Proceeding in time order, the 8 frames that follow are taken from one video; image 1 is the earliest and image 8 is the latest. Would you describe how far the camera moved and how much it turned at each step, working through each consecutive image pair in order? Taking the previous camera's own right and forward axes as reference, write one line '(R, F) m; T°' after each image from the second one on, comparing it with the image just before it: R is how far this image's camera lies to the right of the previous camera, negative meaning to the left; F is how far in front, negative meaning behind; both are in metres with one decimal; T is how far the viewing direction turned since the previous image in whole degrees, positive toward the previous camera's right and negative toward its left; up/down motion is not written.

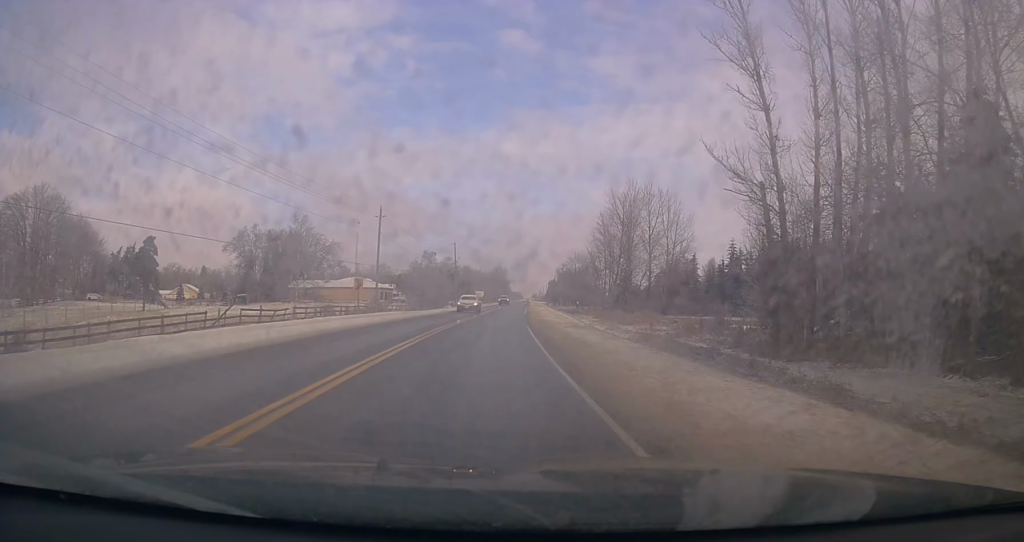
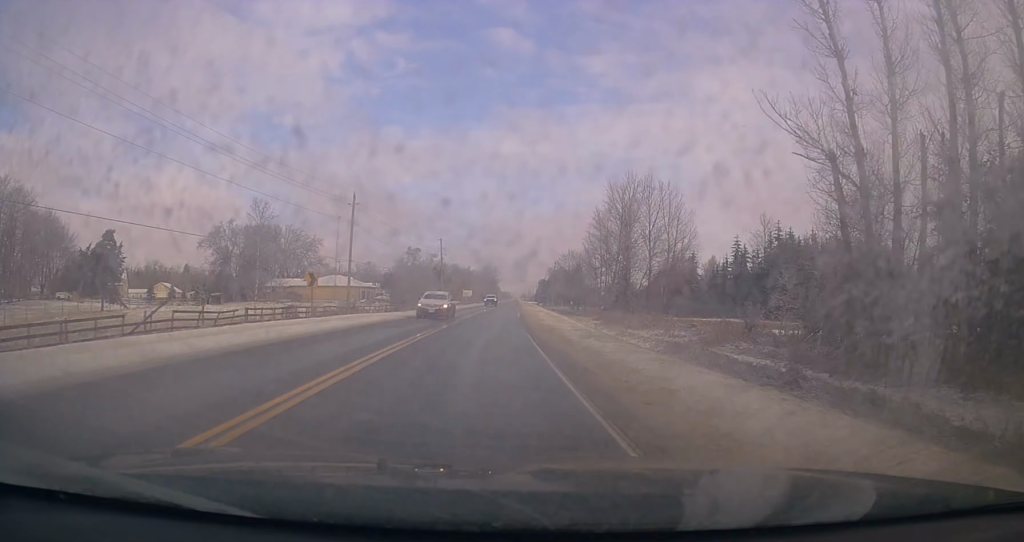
(+0.1, +8.3) m; +1°
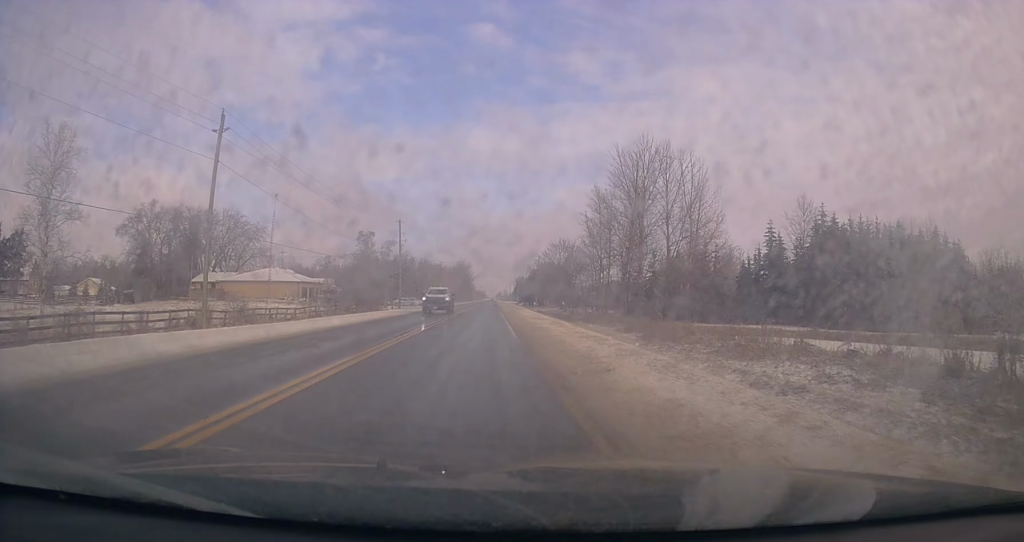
(+0.4, +26.7) m; +2°
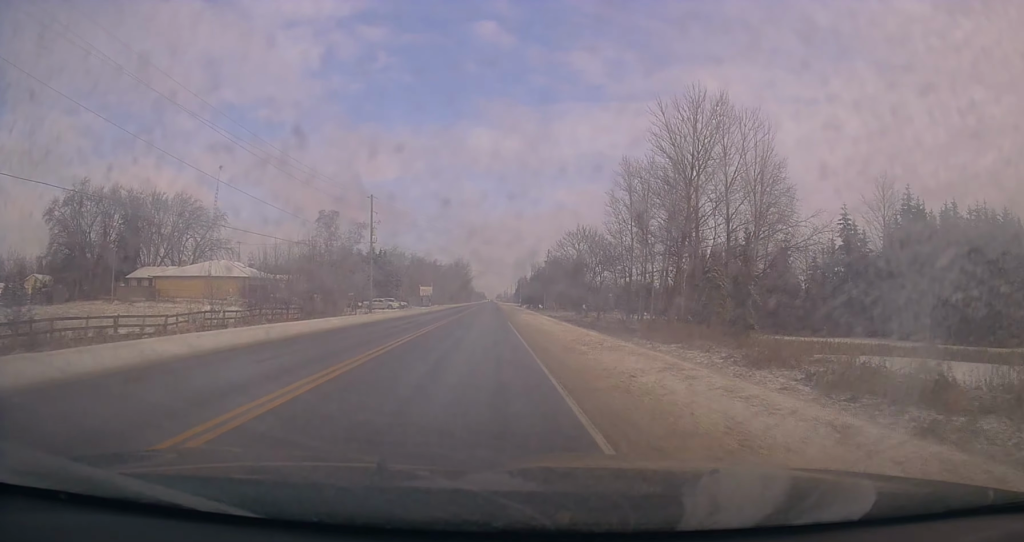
(+0.5, +23.5) m; +2°
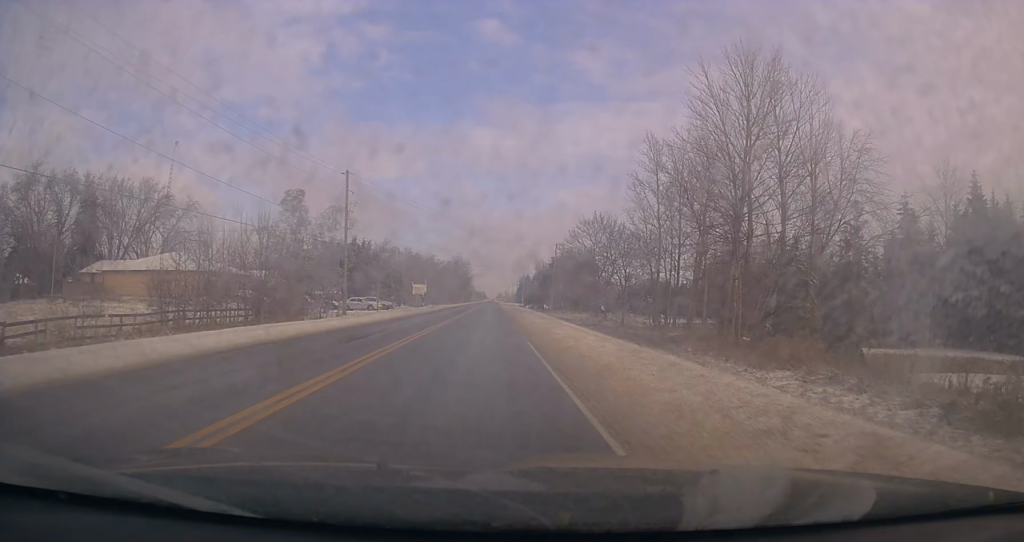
(0.0, +13.5) m; +1°
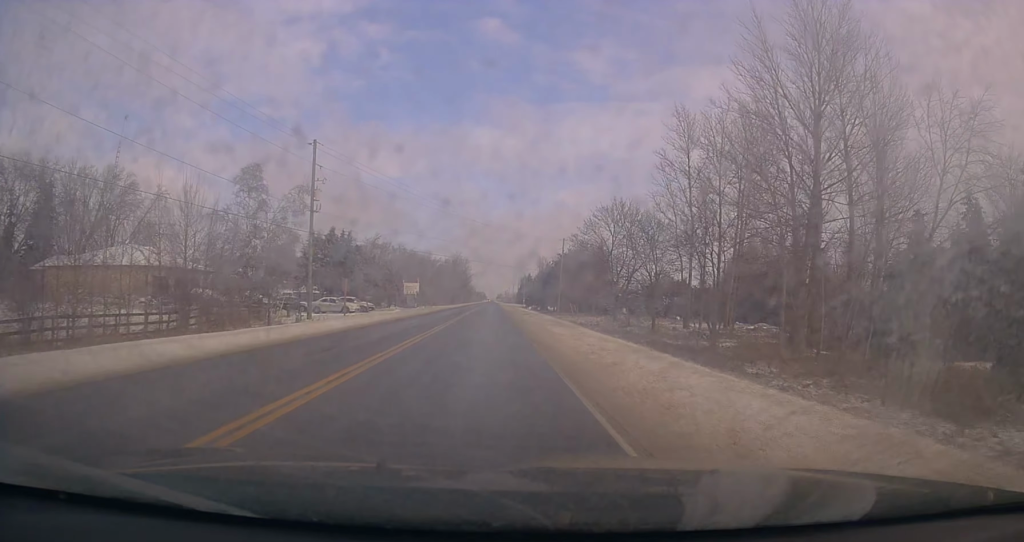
(+0.1, +11.0) m; 0°
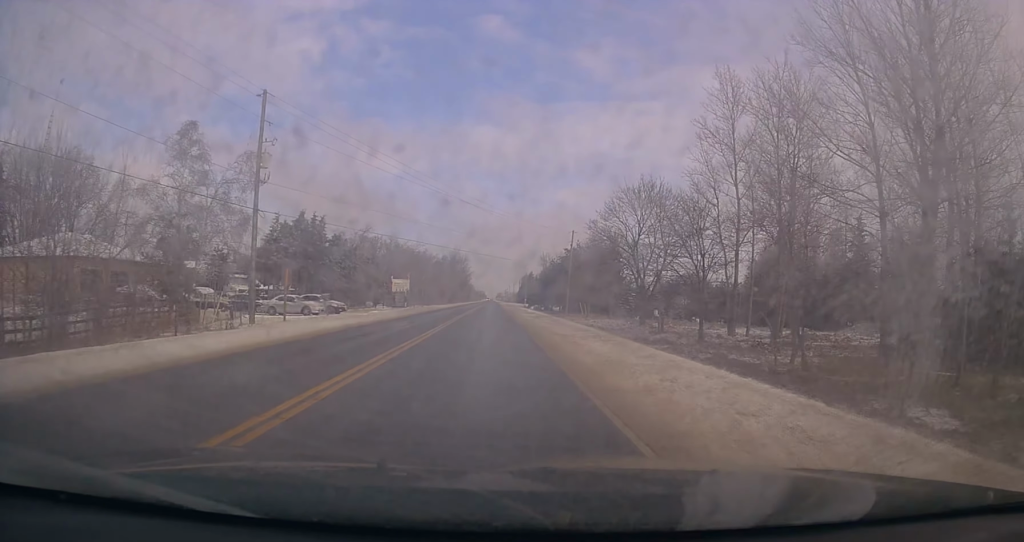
(+0.2, +11.8) m; 0°
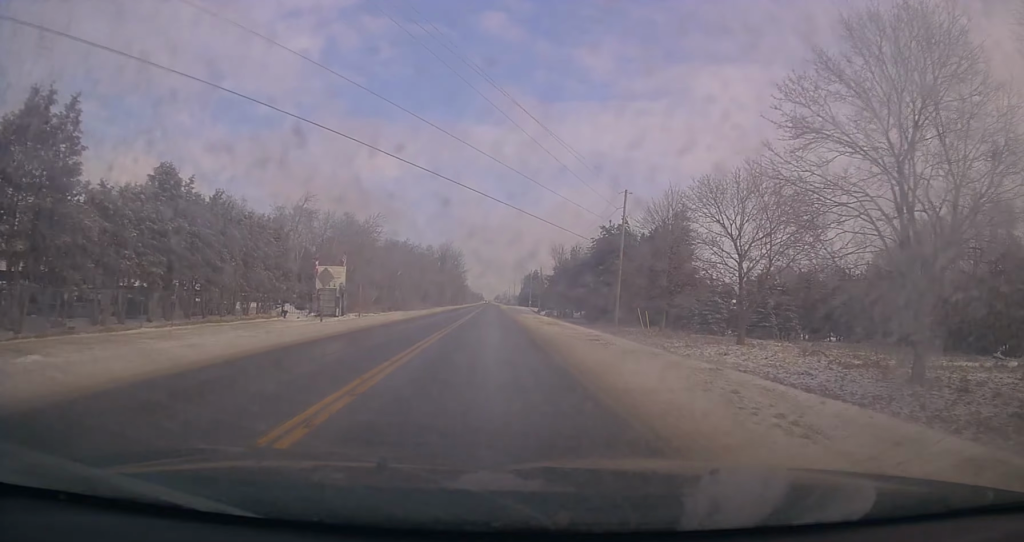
(-0.8, +37.3) m; -2°
